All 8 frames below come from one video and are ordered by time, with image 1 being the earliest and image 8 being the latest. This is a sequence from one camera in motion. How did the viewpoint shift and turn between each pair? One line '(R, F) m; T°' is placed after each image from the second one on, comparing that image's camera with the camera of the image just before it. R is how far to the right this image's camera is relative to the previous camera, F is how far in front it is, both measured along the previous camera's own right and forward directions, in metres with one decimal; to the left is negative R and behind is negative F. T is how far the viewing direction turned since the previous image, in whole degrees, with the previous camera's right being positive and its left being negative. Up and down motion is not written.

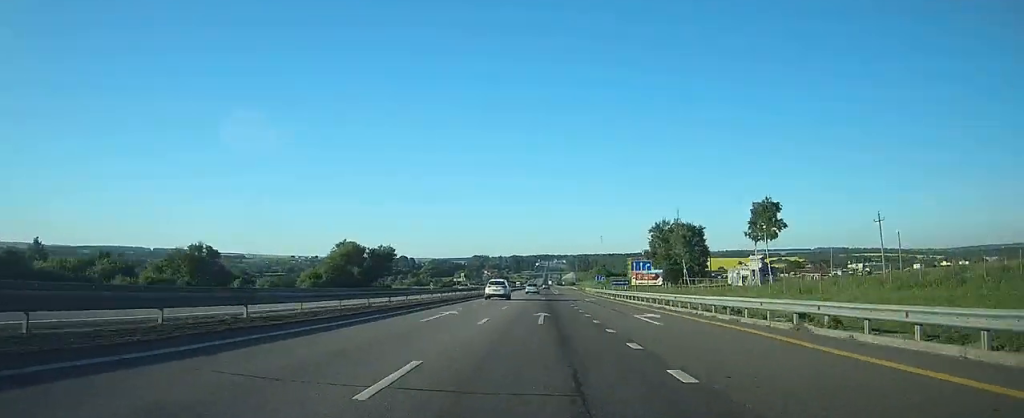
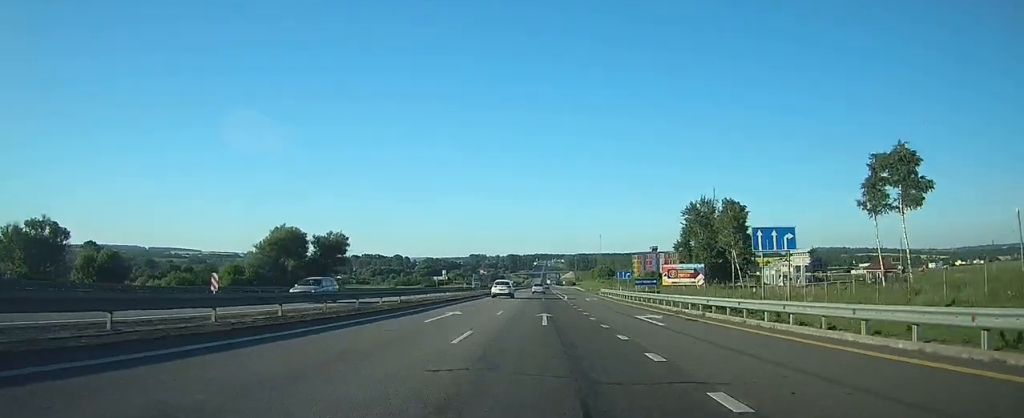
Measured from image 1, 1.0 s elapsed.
(0.0, +29.7) m; 0°
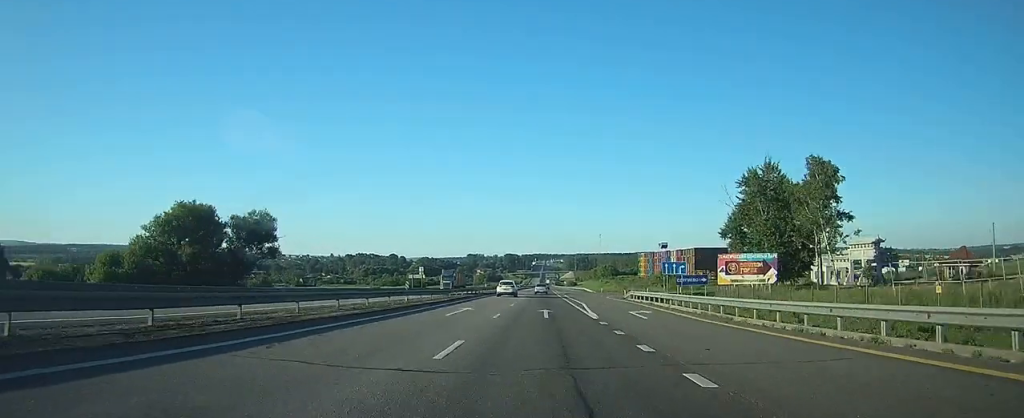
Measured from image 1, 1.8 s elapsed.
(0.0, +26.5) m; 0°
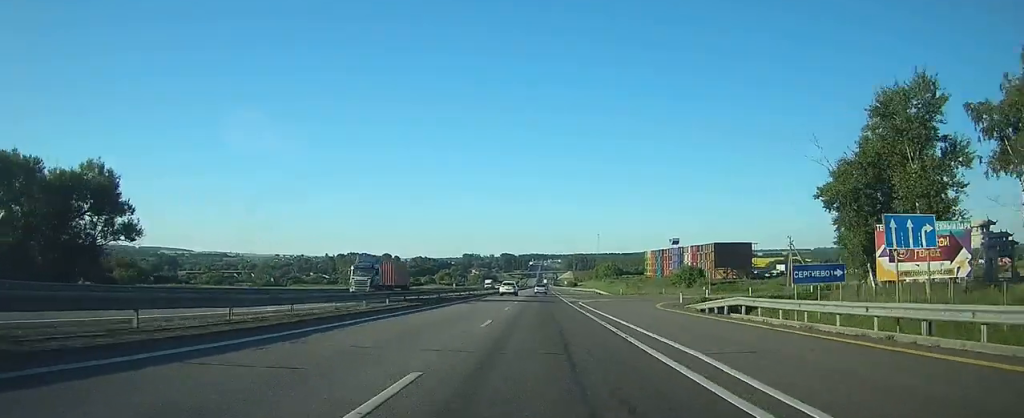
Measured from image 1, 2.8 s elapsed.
(+0.1, +28.4) m; 0°
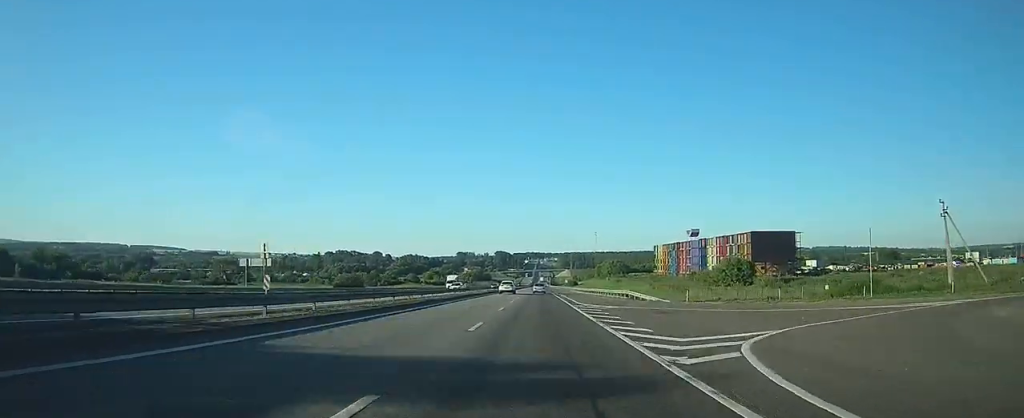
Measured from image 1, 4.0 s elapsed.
(+0.1, +37.3) m; 0°
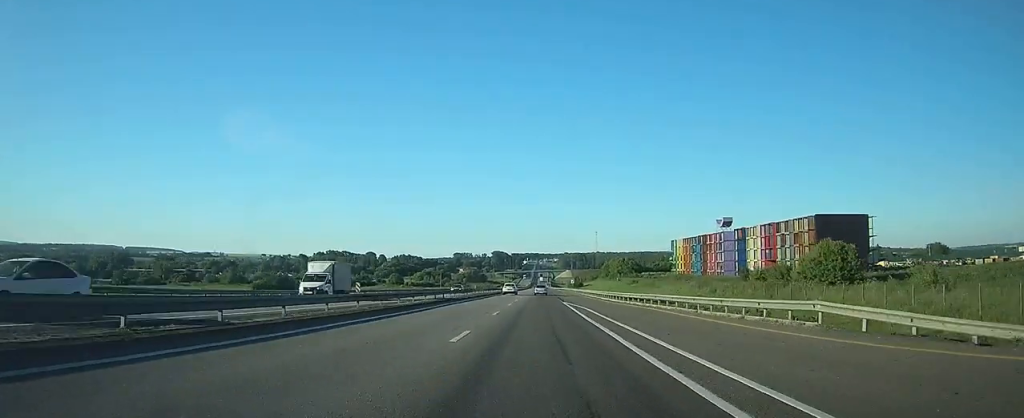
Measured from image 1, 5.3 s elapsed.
(+0.2, +38.4) m; +1°
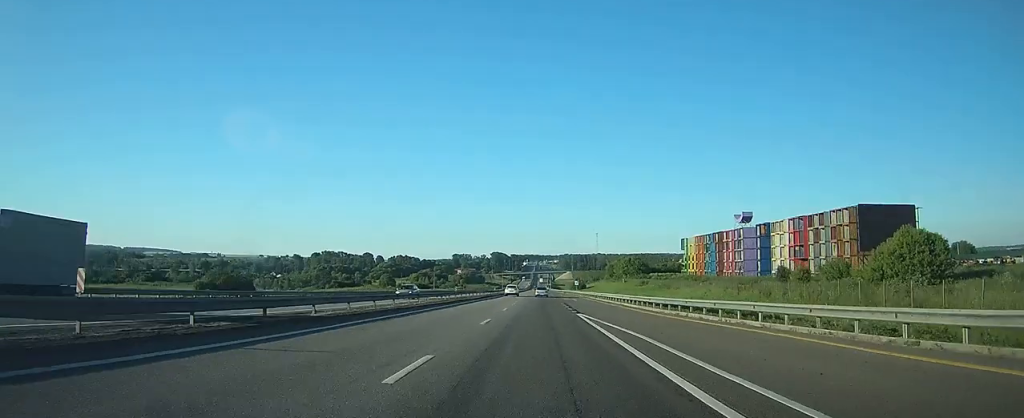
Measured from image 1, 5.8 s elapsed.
(0.0, +17.3) m; 0°
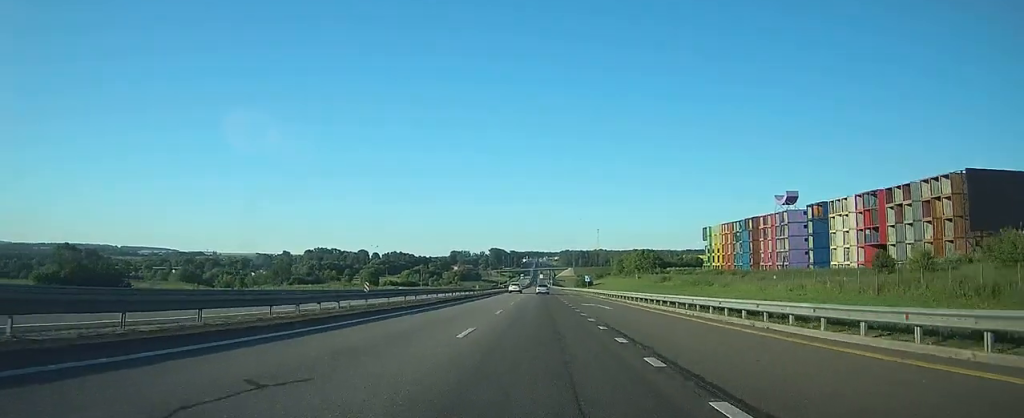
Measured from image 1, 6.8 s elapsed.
(0.0, +29.7) m; 0°
